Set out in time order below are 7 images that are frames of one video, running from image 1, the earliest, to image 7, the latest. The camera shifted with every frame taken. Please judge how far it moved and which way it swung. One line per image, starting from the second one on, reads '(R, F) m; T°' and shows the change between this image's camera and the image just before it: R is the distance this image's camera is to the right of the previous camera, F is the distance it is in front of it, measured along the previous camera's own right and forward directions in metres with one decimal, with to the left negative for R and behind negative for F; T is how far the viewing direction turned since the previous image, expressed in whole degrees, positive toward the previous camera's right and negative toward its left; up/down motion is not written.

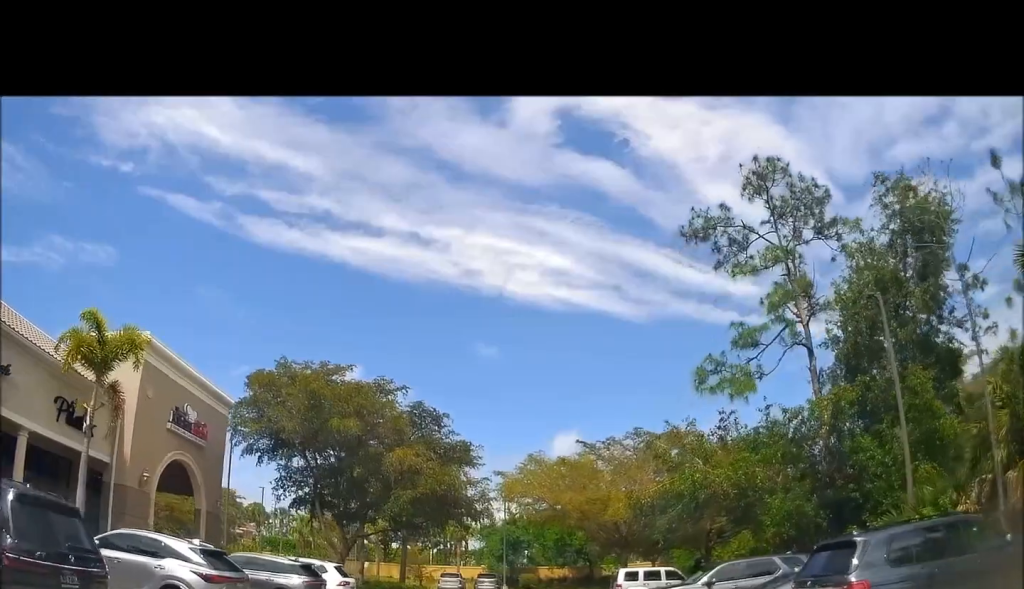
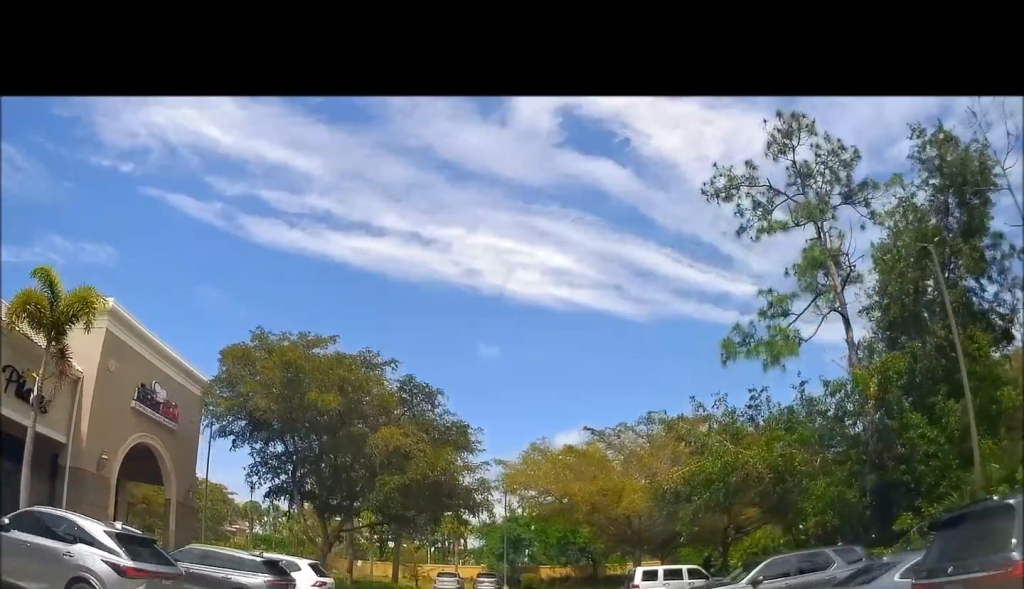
(0.0, +2.9) m; -1°
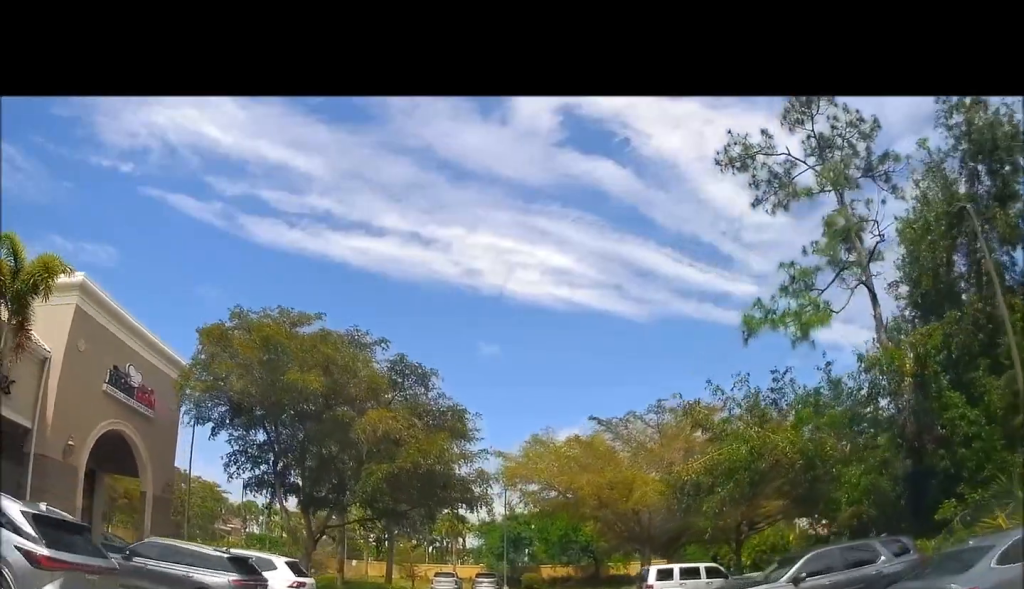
(0.0, +2.0) m; 0°
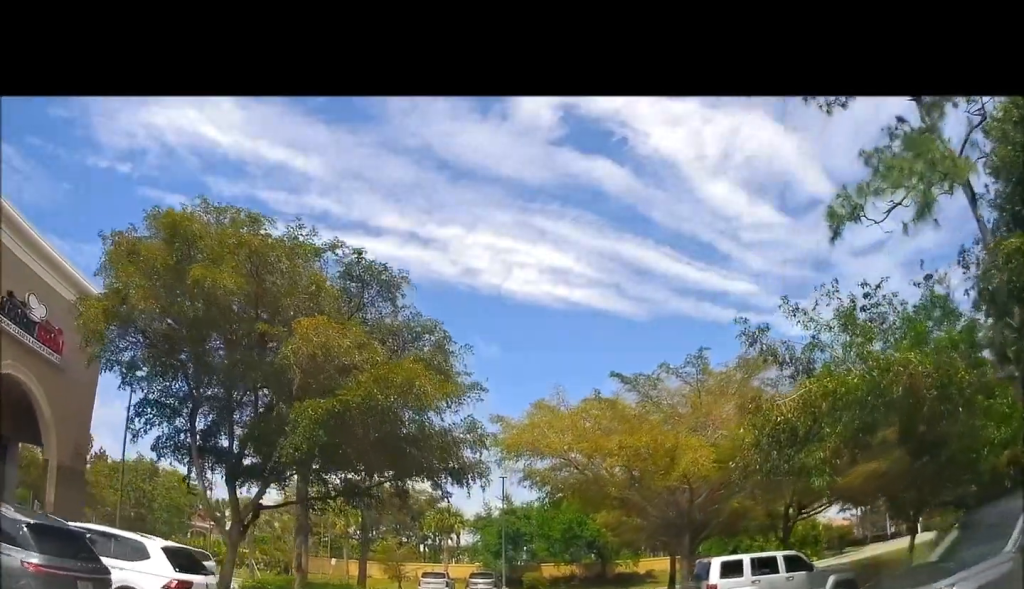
(0.0, +5.7) m; 0°
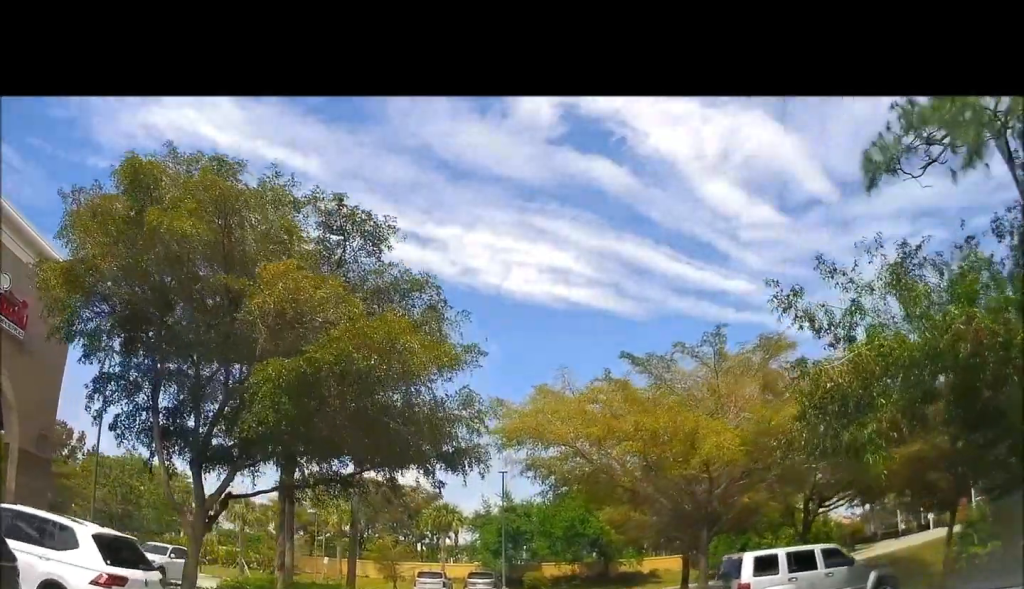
(0.0, +1.8) m; 0°
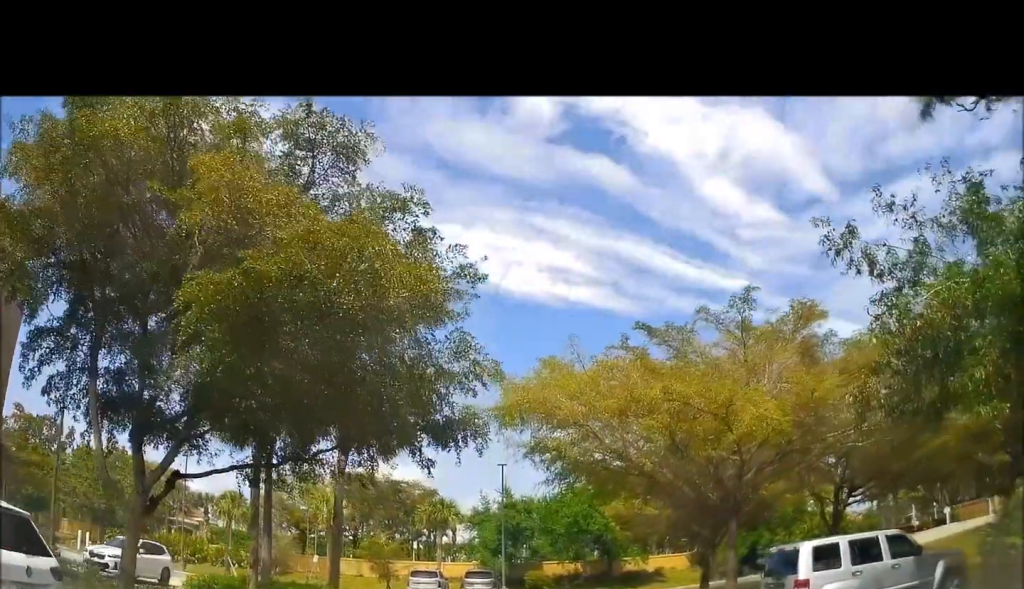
(0.0, +2.2) m; +2°
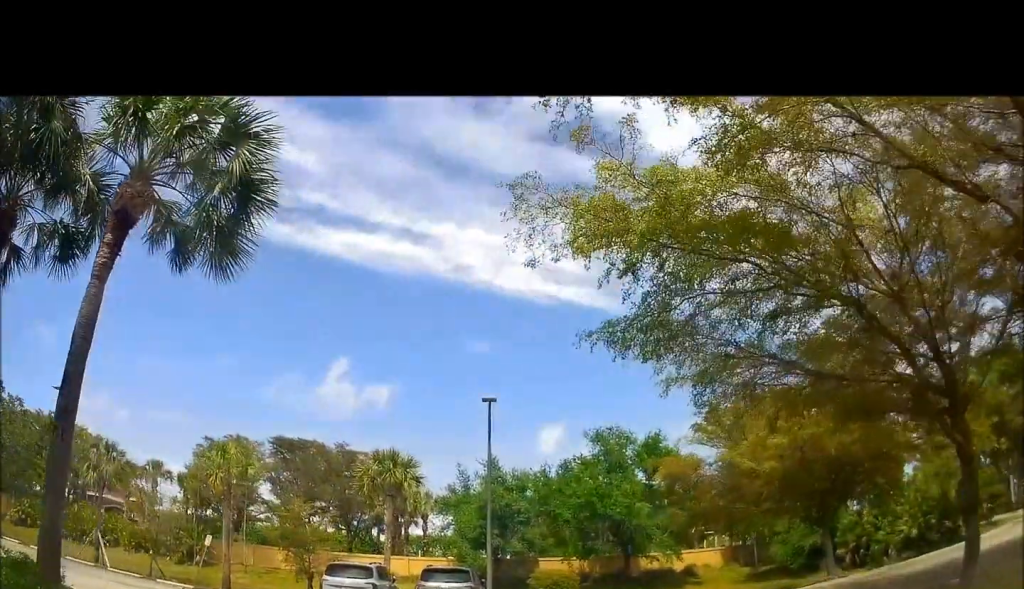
(+0.5, +13.2) m; -2°
